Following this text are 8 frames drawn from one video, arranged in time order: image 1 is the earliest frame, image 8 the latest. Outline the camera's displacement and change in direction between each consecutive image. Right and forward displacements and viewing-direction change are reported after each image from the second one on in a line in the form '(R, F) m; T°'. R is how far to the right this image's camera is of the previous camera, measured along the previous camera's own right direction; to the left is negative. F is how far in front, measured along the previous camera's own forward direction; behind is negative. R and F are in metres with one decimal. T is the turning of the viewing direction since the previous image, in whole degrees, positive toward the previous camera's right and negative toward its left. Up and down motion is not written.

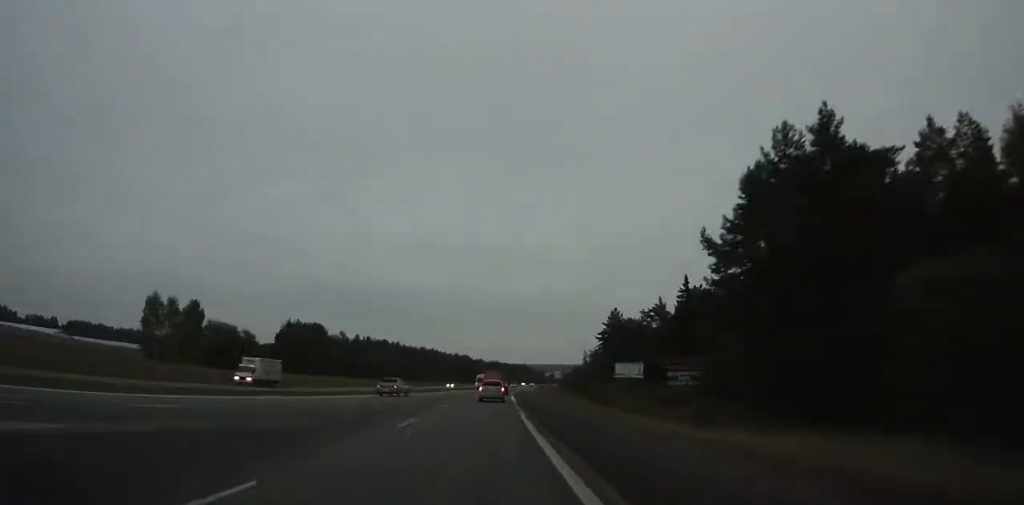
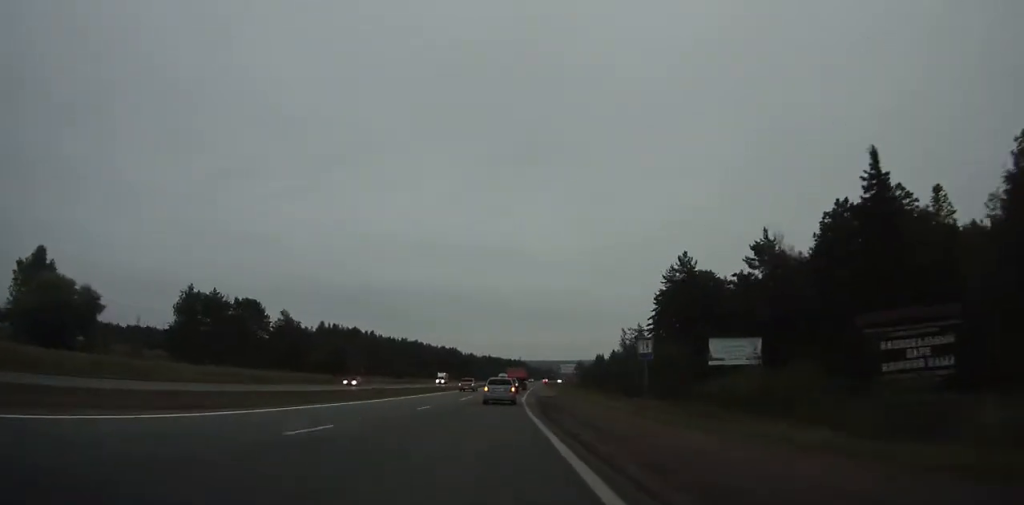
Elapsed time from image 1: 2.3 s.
(+0.6, +50.2) m; +1°
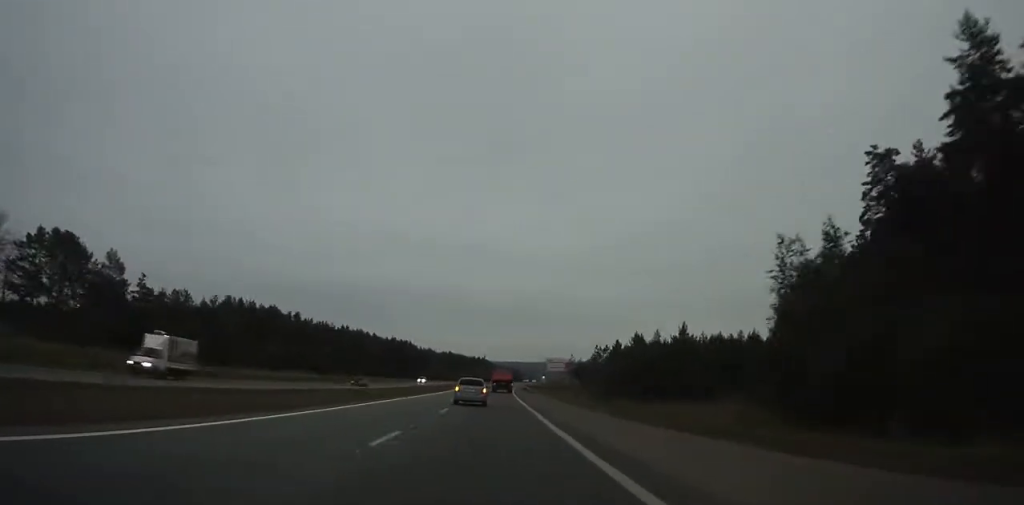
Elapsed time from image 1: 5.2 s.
(+0.6, +62.2) m; +2°
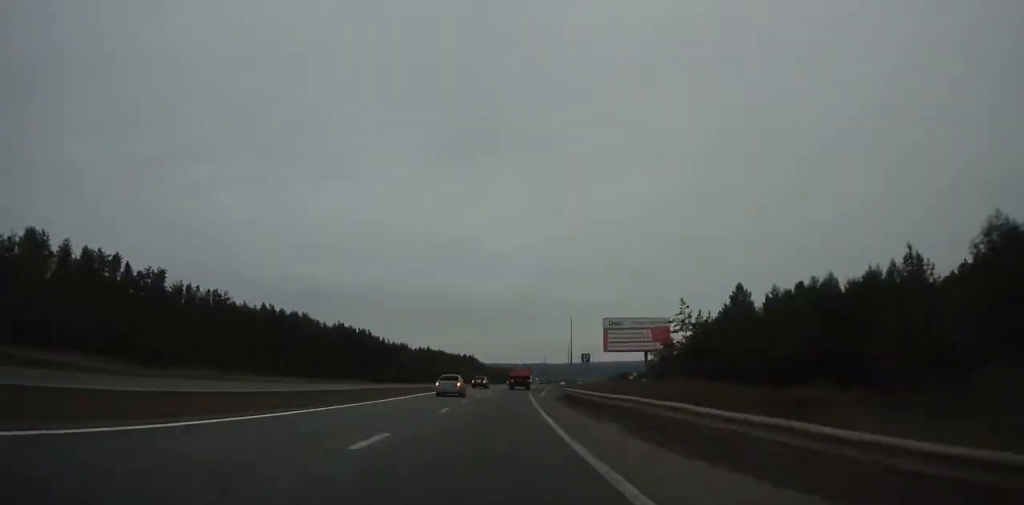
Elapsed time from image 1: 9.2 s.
(+2.2, +85.6) m; +3°
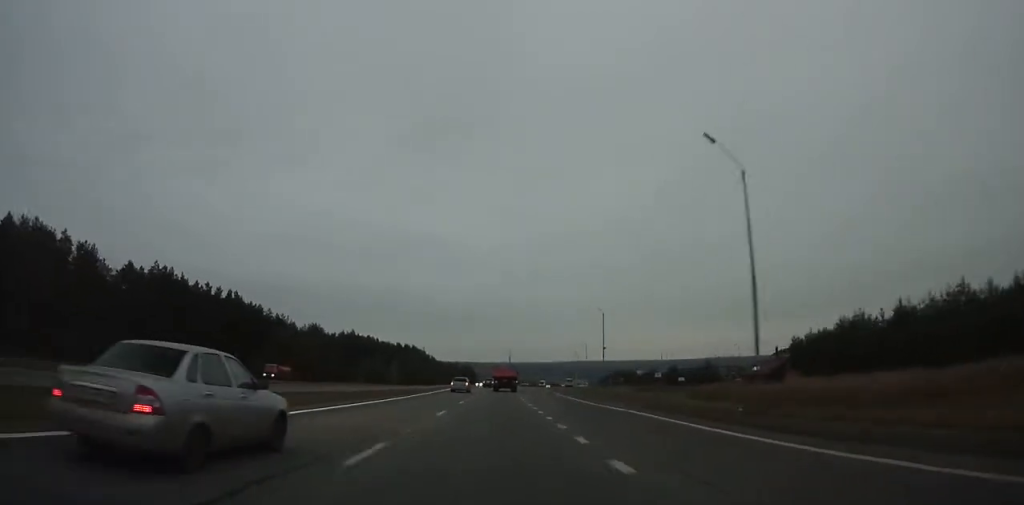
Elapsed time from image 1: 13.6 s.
(+2.4, +95.3) m; +3°
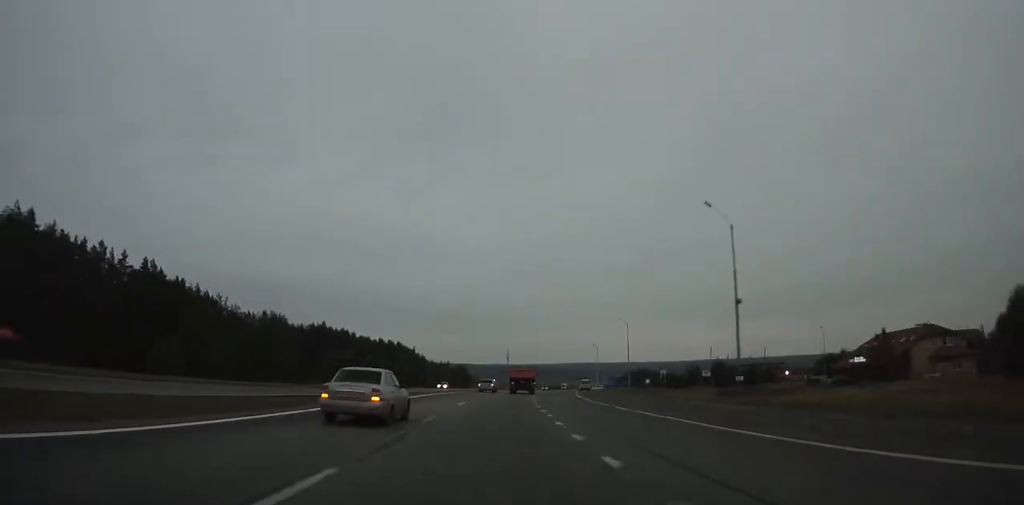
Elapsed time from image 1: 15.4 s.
(+0.5, +39.4) m; +1°
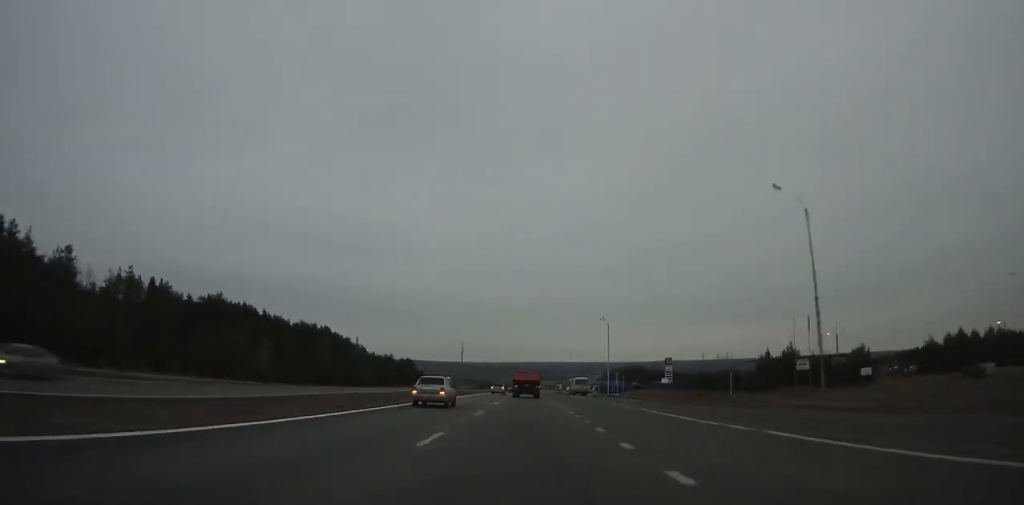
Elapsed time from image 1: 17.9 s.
(+1.0, +54.8) m; +3°
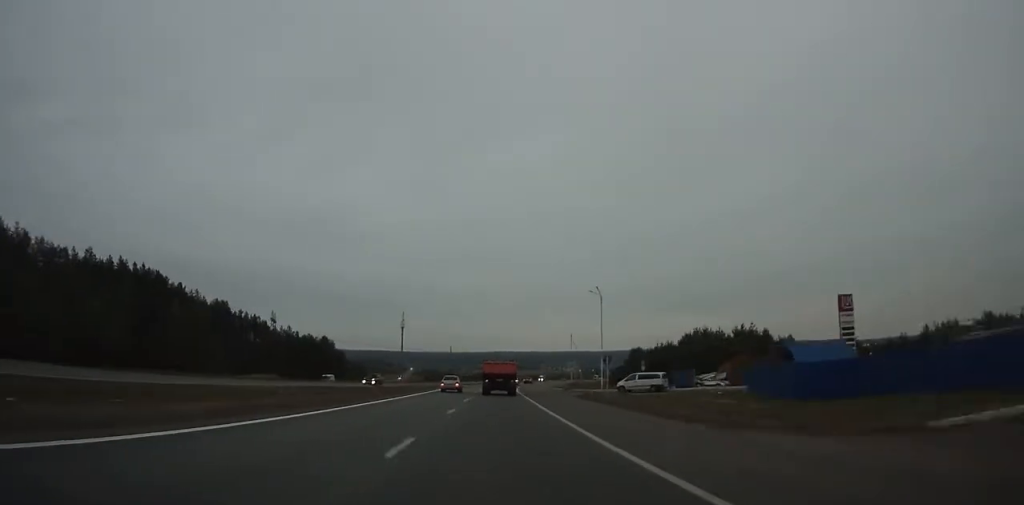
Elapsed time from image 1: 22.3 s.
(+3.9, +96.1) m; +4°
